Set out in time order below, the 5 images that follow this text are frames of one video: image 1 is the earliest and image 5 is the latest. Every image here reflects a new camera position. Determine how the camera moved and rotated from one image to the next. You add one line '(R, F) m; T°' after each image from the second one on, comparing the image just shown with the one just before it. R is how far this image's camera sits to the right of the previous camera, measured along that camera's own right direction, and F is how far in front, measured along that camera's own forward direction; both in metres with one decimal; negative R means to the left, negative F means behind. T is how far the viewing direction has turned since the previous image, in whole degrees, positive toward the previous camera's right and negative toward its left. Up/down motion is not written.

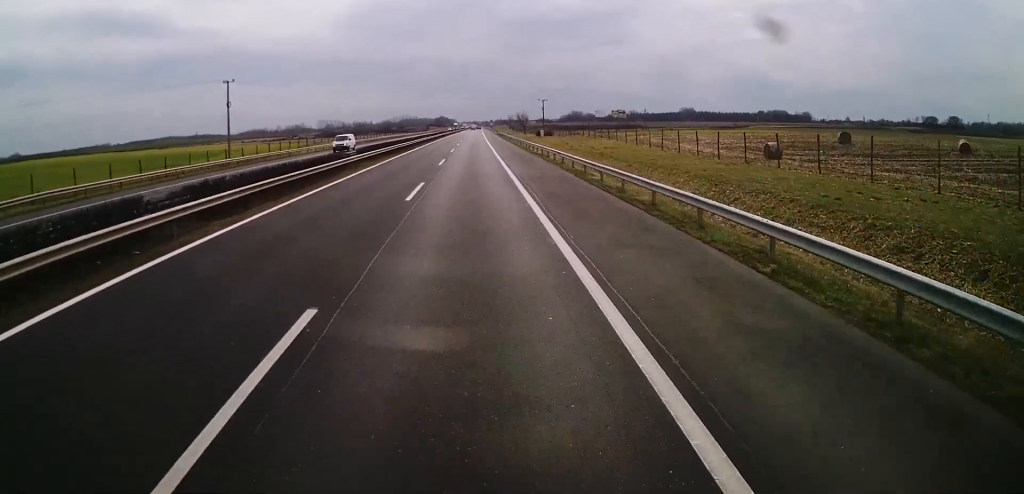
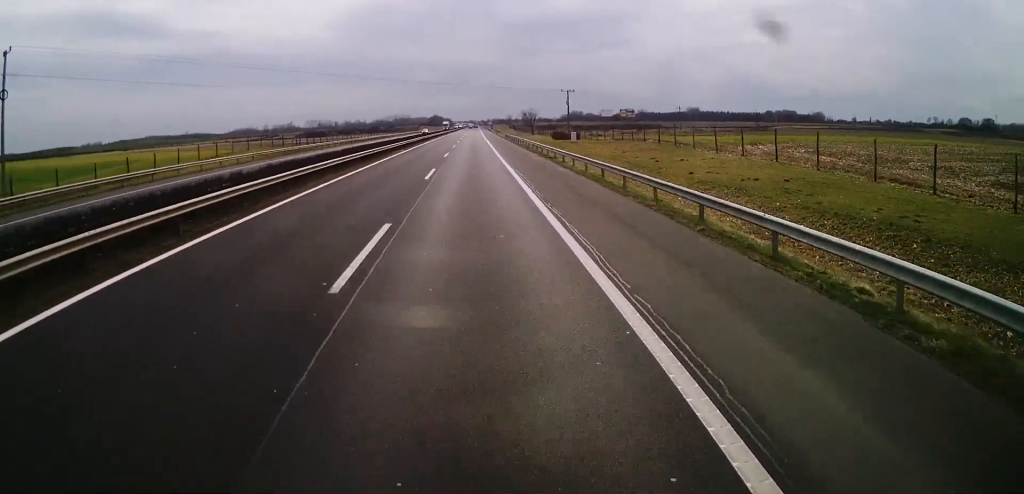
(+0.3, +48.3) m; 0°
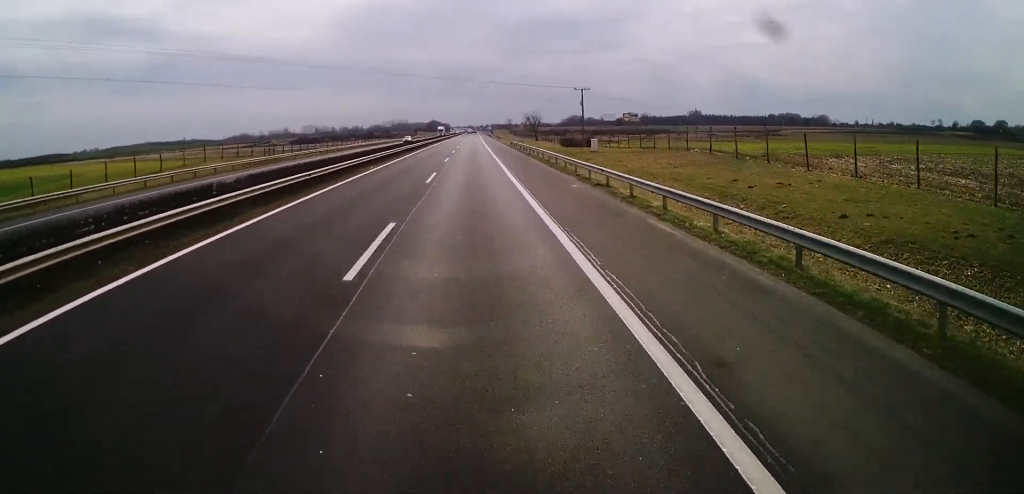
(-0.1, +17.1) m; 0°
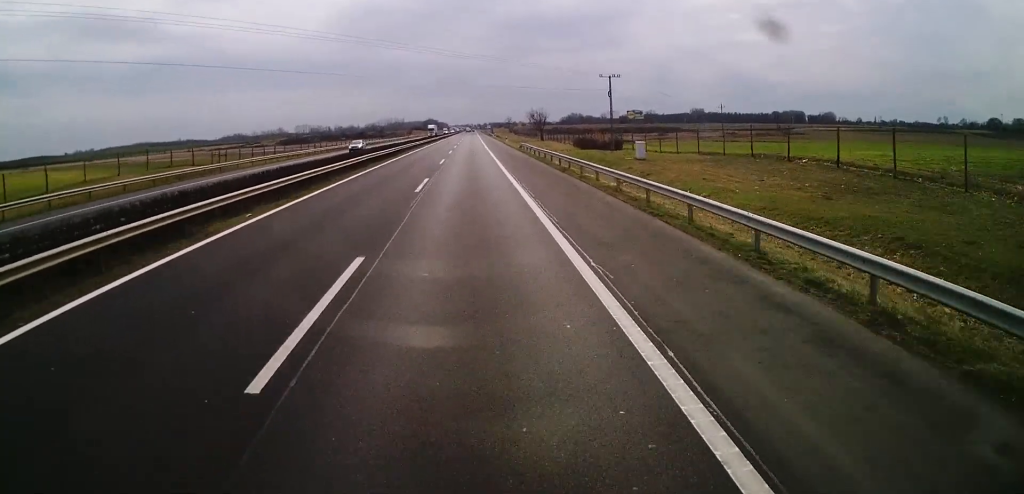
(-0.1, +22.4) m; 0°
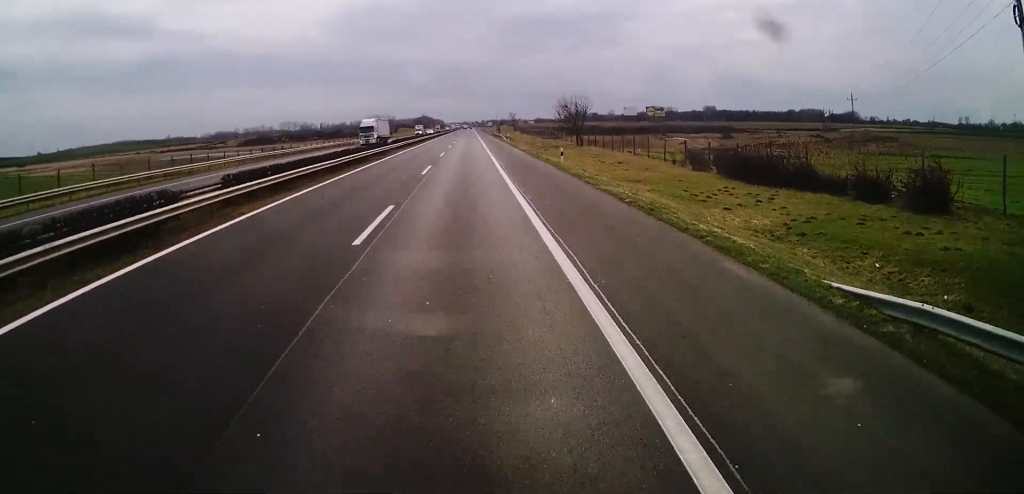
(+0.9, +65.6) m; +2°
